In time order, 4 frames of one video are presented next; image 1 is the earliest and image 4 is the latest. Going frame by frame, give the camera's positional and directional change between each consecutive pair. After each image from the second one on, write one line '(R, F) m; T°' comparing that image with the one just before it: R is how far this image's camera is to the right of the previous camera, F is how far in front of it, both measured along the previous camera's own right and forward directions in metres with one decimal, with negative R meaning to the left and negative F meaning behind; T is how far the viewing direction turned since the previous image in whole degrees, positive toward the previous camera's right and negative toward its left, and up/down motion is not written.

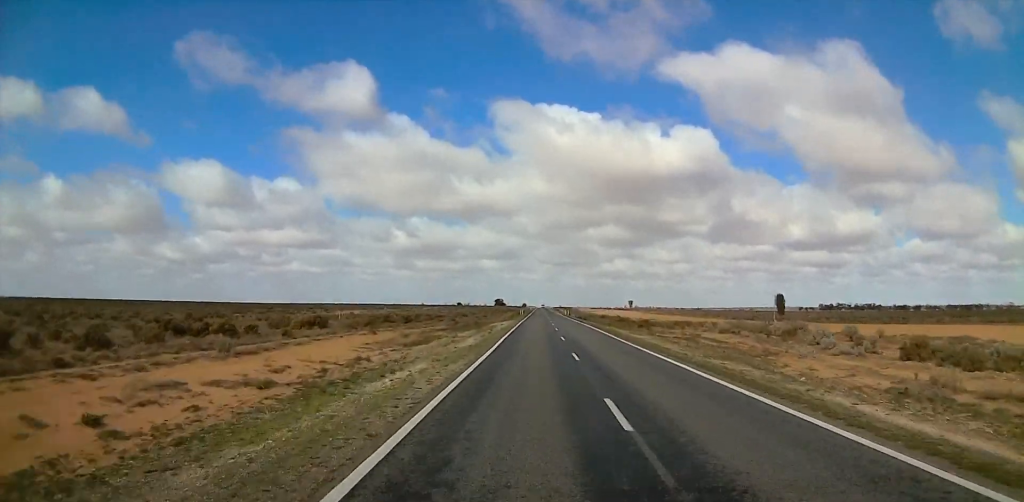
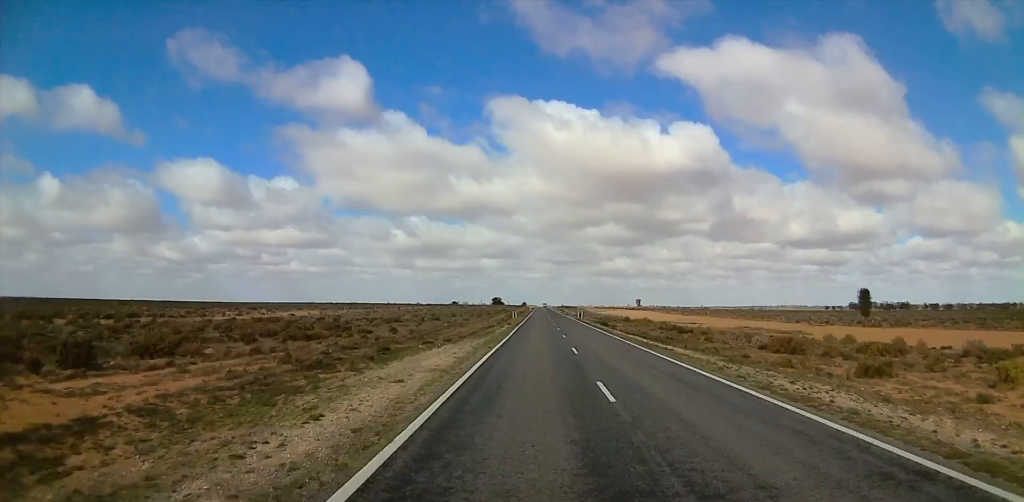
(0.0, +45.6) m; 0°
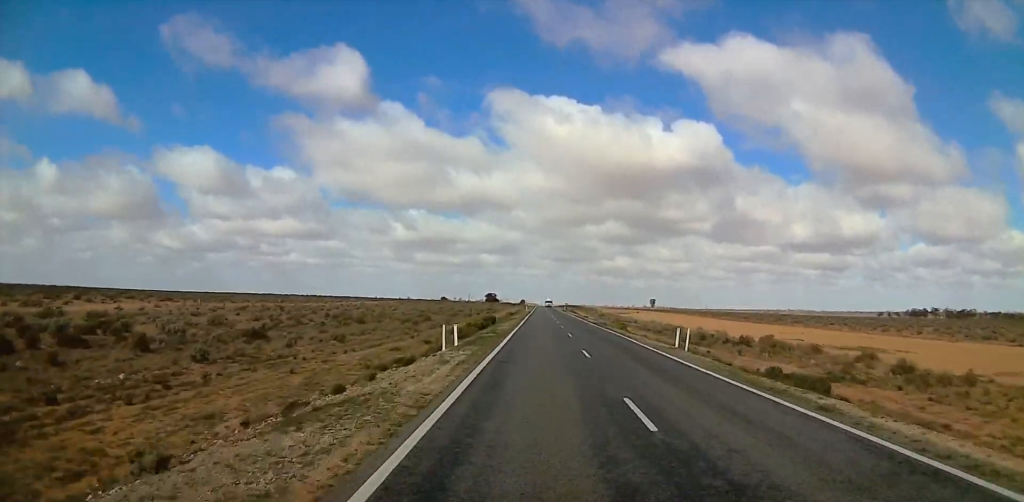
(-2.0, +74.8) m; 0°
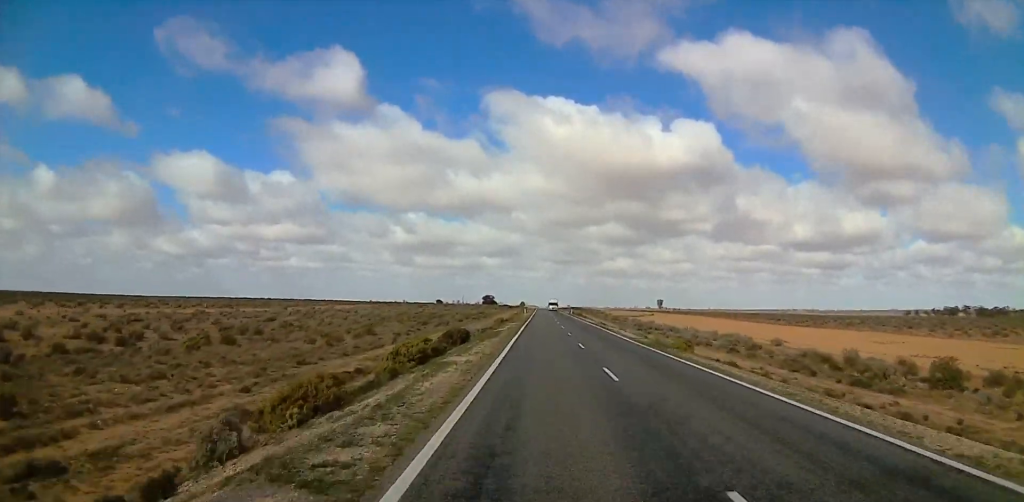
(+0.4, +30.0) m; +1°
